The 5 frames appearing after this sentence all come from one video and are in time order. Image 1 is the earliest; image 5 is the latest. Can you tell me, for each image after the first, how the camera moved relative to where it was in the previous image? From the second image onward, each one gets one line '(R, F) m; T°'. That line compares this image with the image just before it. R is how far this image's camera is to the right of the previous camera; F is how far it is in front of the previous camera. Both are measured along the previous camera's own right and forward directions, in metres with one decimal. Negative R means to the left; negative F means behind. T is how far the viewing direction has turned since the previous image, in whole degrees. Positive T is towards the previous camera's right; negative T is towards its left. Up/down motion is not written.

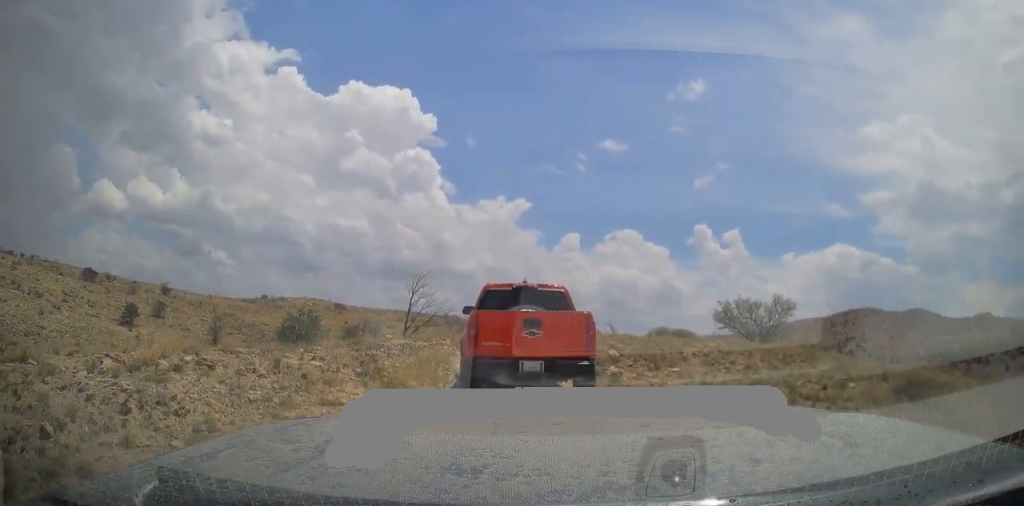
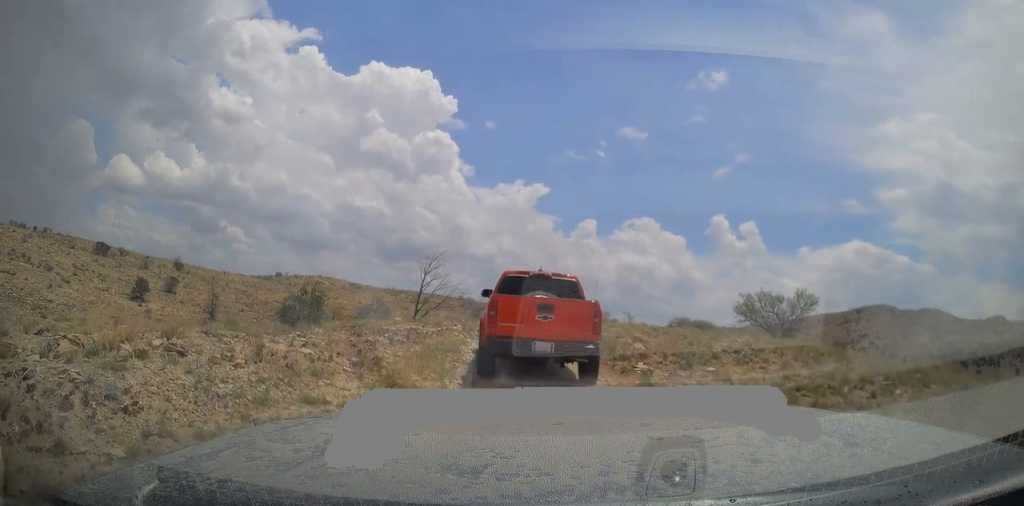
(0.0, +1.3) m; +1°
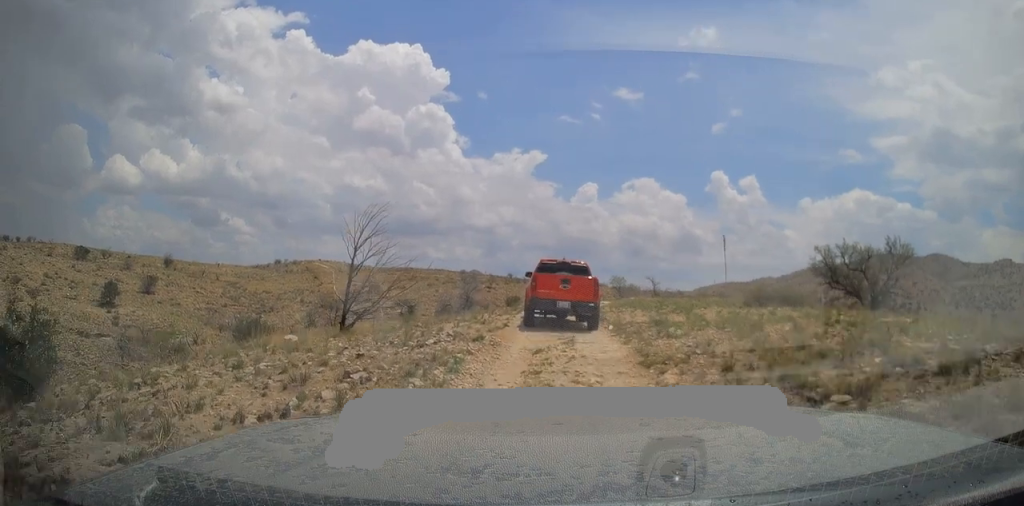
(-0.2, +11.9) m; 0°
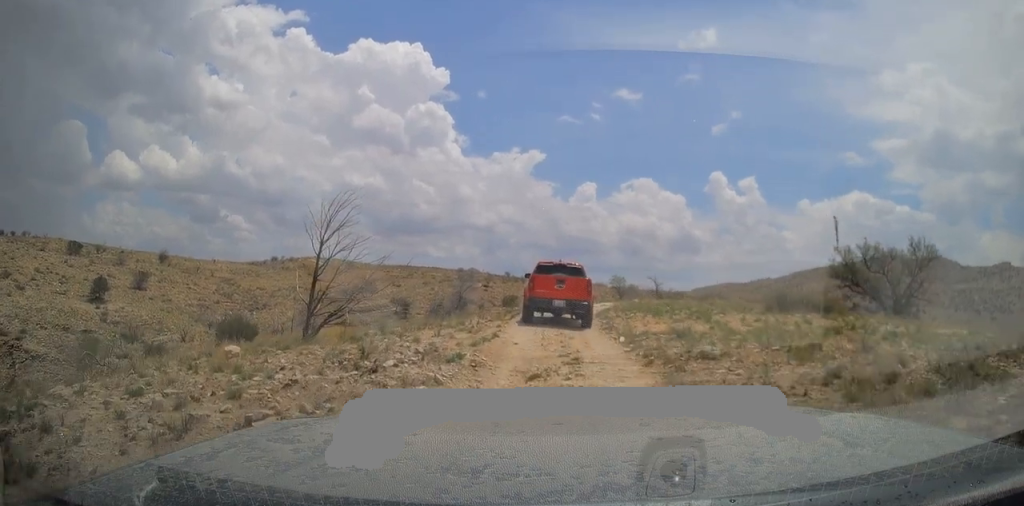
(-0.1, +2.7) m; -2°
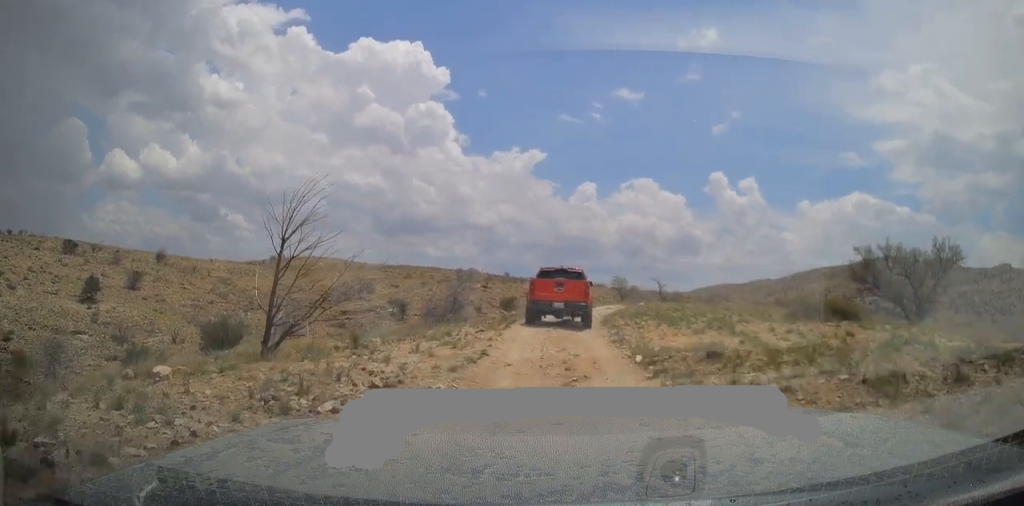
(-0.1, +2.3) m; 0°
